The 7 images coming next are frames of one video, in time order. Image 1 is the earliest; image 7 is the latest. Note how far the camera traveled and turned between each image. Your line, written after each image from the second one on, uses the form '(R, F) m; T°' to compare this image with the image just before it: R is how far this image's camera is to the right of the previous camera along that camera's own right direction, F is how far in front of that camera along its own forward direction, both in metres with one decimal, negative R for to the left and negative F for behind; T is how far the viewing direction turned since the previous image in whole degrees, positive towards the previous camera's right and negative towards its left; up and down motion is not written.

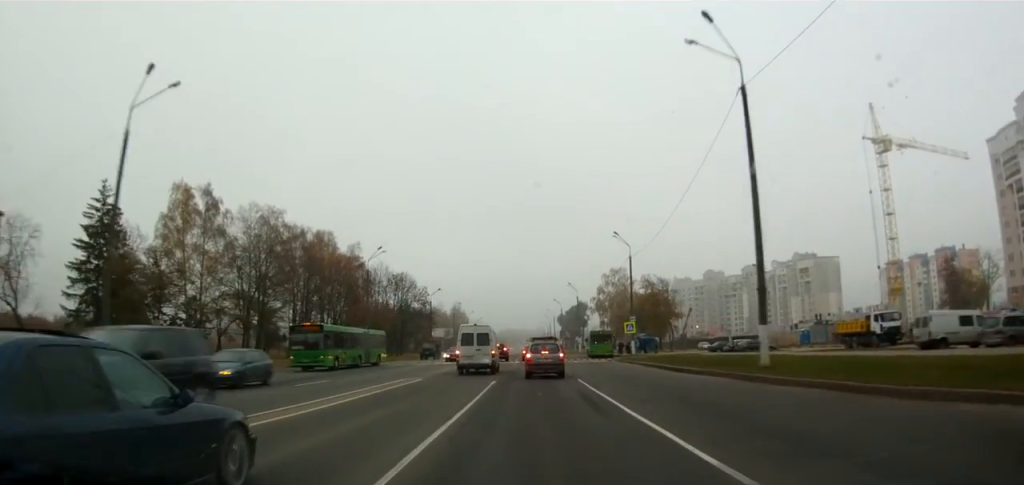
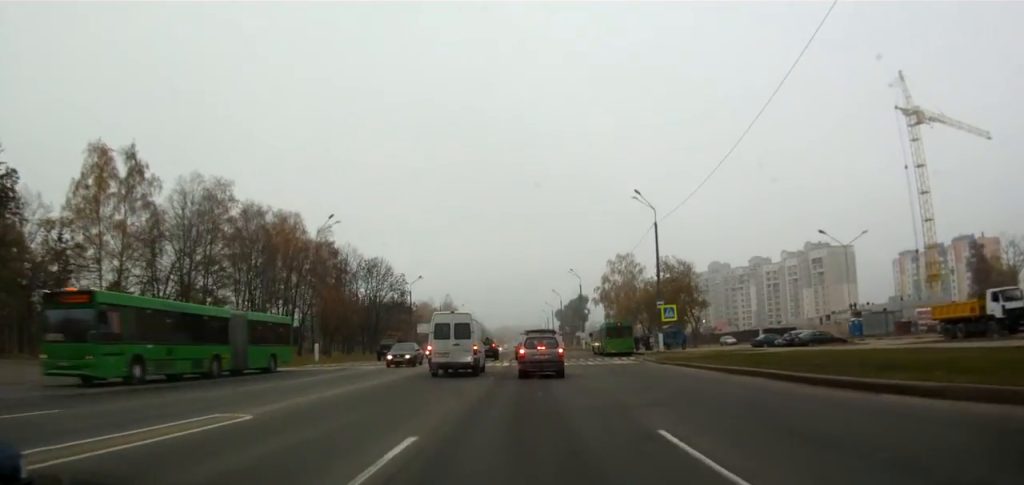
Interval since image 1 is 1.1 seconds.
(-0.4, +17.8) m; 0°
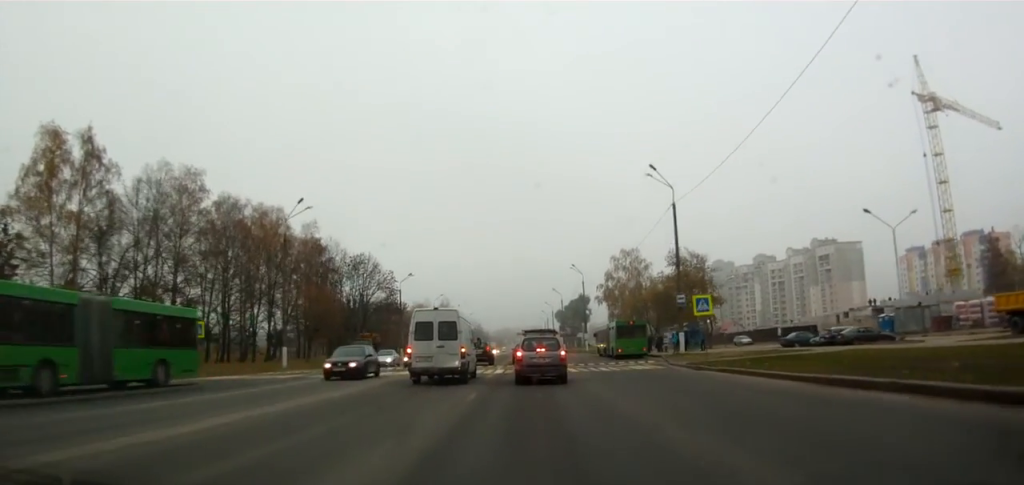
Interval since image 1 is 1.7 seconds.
(+0.3, +8.5) m; 0°
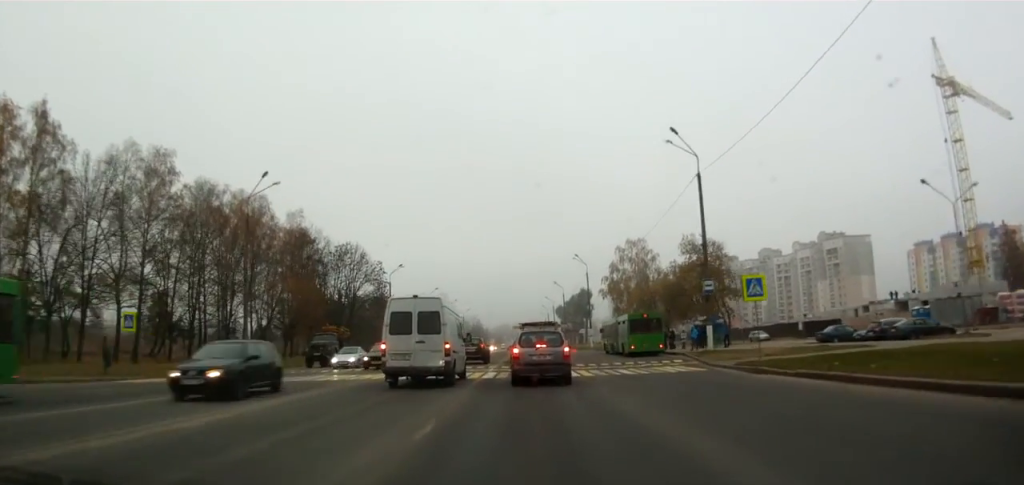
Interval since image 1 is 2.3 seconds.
(+0.1, +8.7) m; -1°
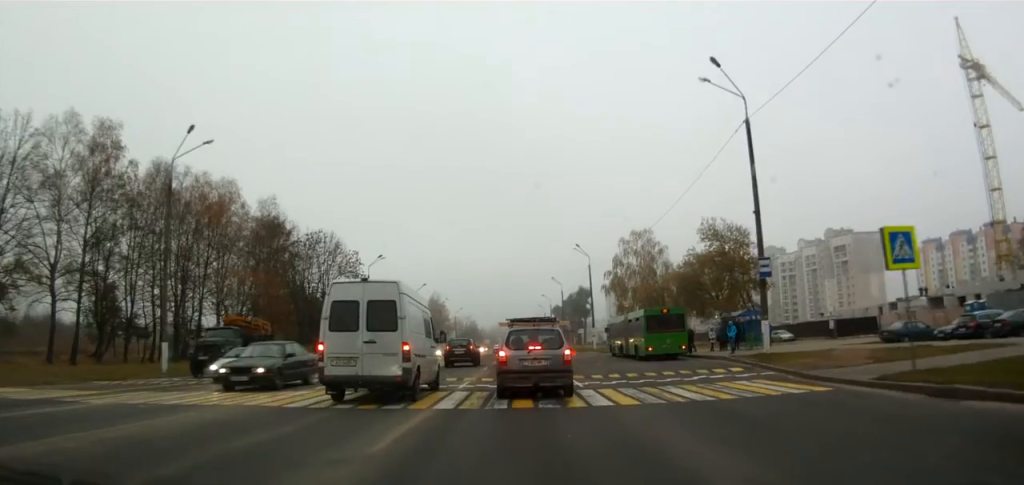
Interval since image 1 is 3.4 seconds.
(-0.5, +14.0) m; -4°
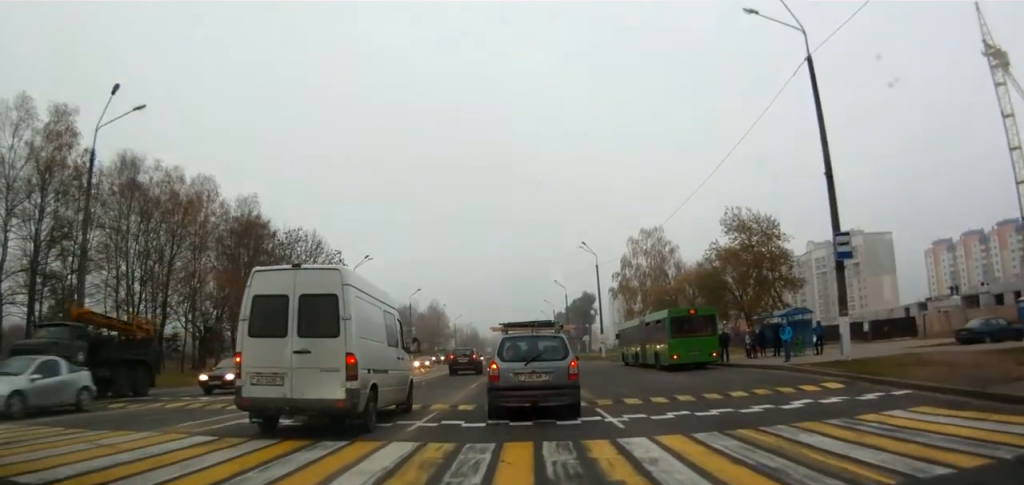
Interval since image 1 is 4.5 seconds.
(-0.3, +11.1) m; 0°
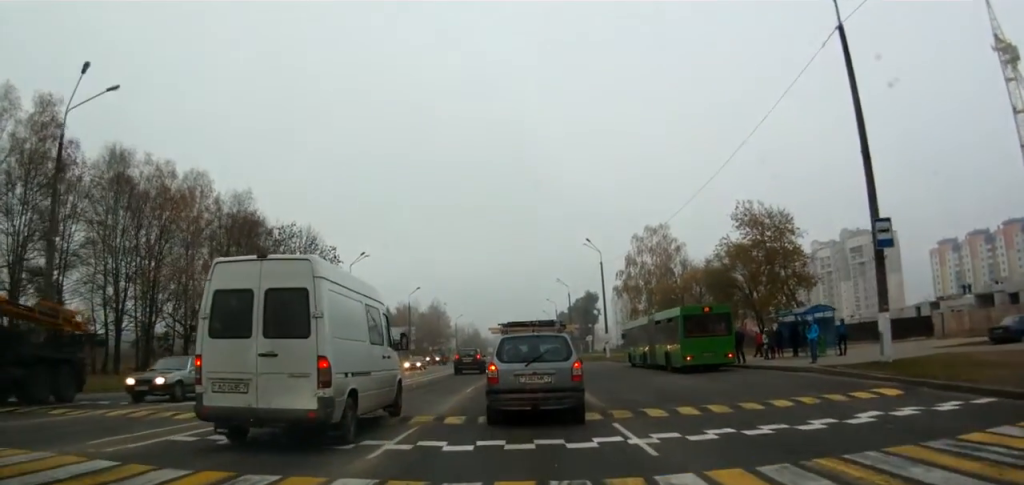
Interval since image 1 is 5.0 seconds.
(-0.1, +3.7) m; +2°
